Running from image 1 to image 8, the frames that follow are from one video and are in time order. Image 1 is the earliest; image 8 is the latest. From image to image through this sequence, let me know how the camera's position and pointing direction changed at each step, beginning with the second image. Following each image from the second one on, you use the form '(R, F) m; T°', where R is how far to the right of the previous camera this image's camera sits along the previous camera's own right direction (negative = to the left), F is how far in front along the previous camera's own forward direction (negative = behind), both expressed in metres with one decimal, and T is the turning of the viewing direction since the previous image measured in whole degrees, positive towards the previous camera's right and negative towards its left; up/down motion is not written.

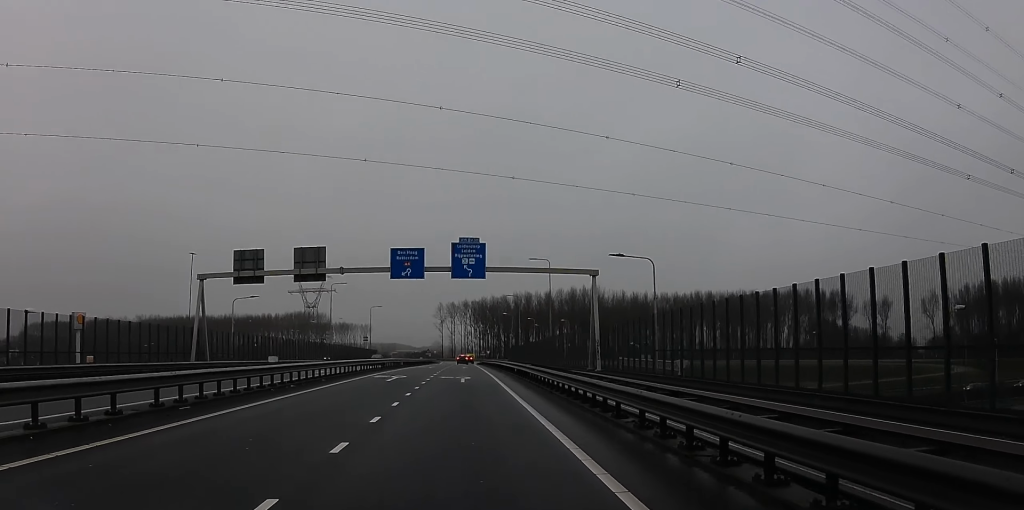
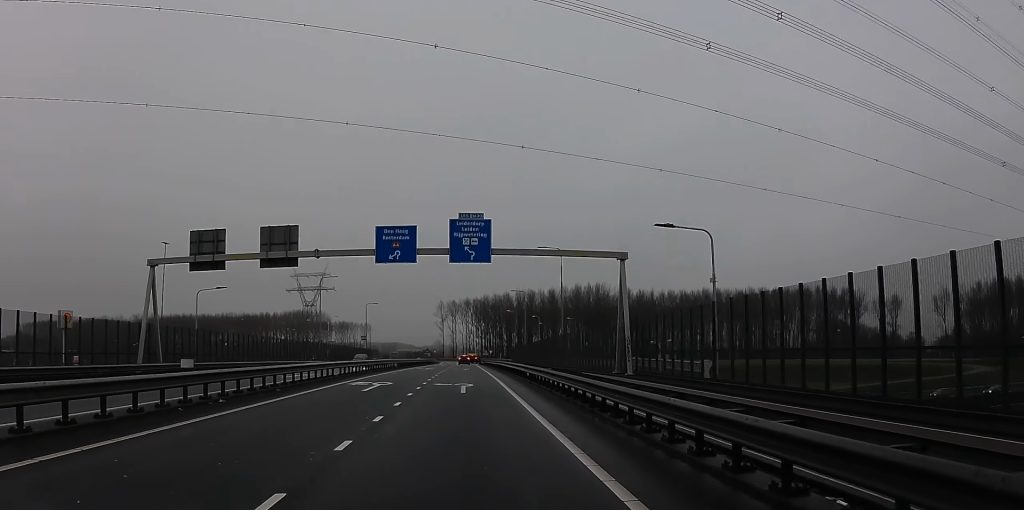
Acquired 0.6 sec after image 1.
(0.0, +8.2) m; +1°
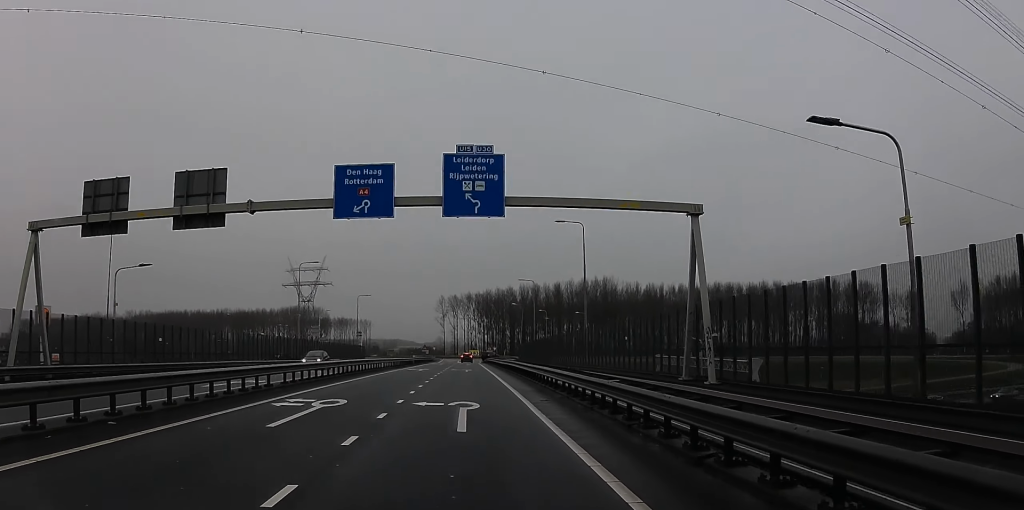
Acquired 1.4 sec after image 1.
(-0.1, +11.9) m; +5°
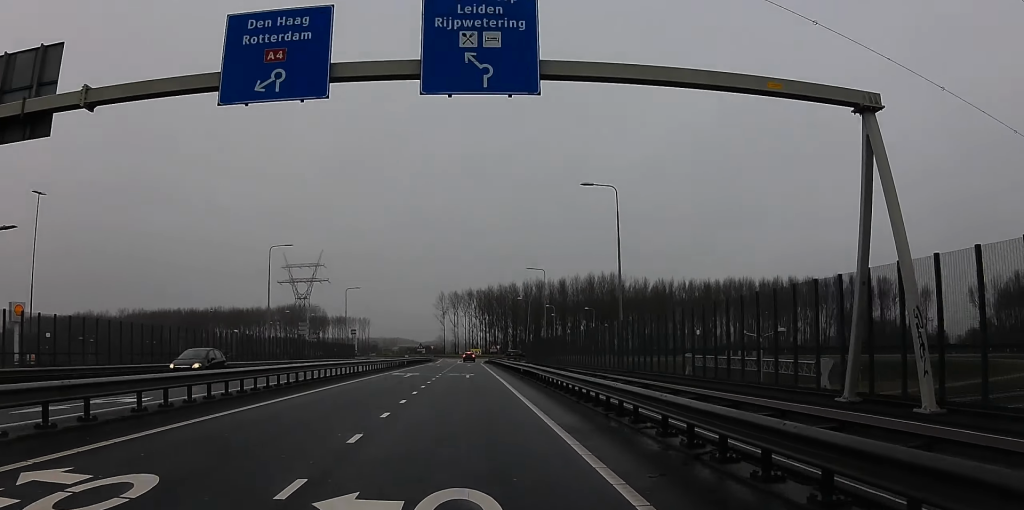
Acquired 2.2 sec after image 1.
(+1.2, +12.0) m; -1°
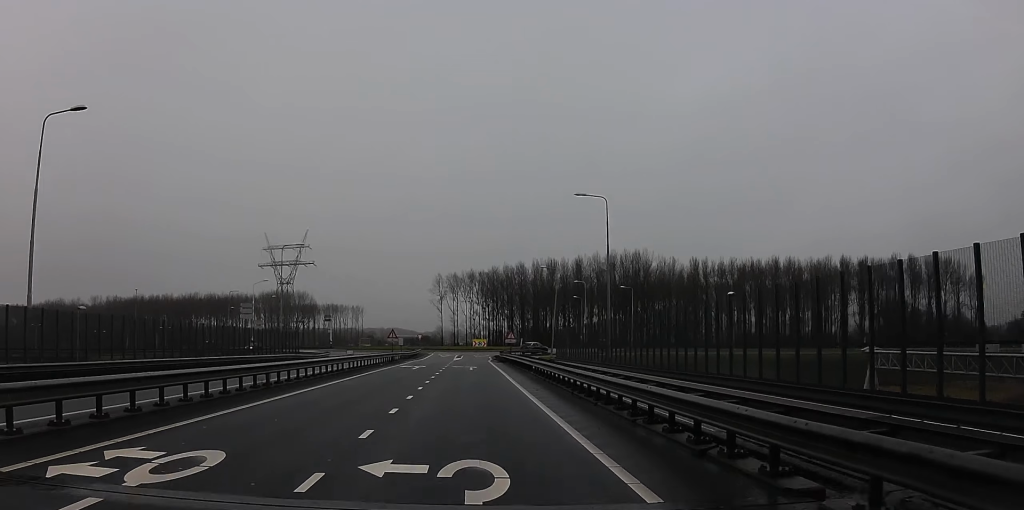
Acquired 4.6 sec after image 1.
(-2.4, +36.0) m; -2°
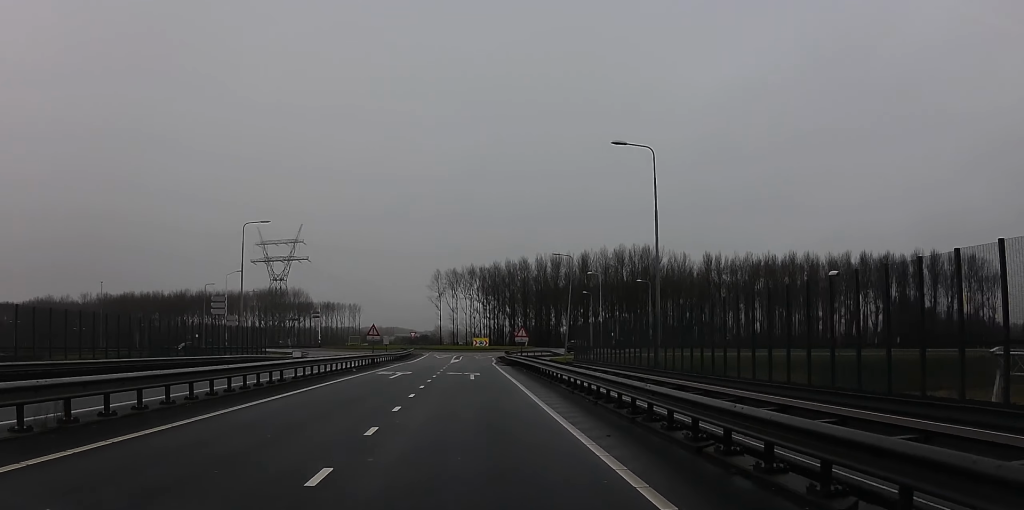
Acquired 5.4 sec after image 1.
(-0.6, +12.1) m; +4°
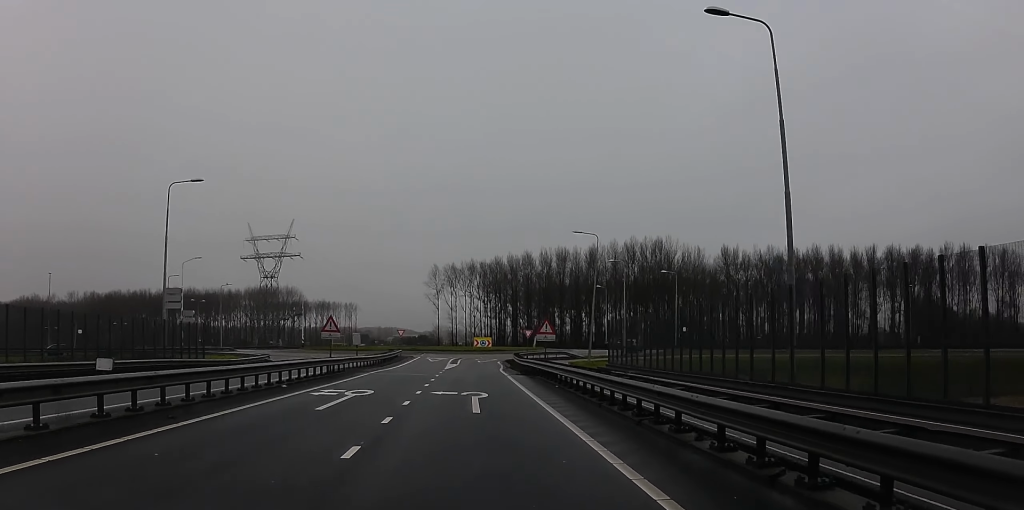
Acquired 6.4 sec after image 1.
(+1.6, +14.1) m; -4°
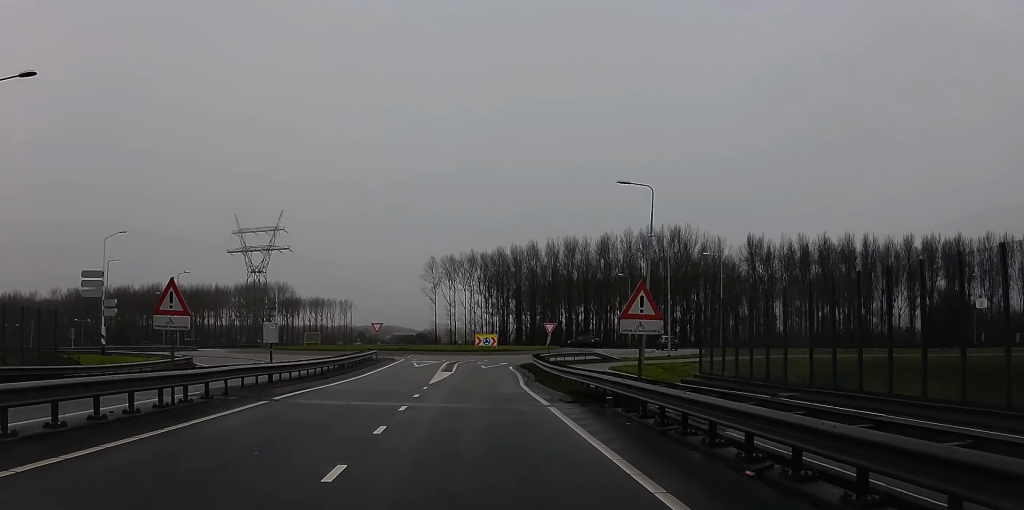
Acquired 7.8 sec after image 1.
(-2.1, +17.4) m; -2°
